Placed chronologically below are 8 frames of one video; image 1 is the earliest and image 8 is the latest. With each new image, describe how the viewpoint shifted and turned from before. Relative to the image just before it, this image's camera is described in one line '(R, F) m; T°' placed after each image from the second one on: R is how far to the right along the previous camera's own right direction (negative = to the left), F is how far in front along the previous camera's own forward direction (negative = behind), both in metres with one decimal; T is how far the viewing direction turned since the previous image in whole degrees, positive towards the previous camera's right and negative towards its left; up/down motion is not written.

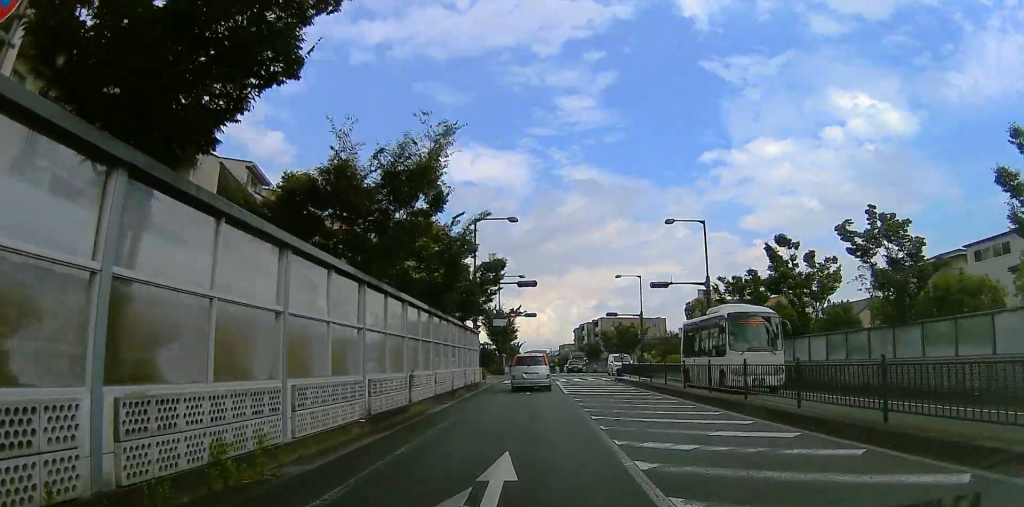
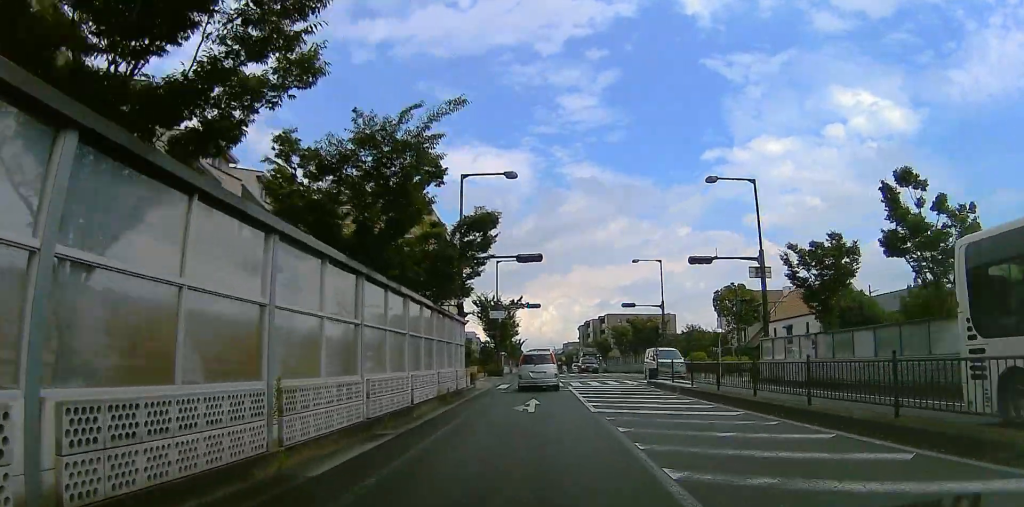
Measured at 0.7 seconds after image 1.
(+0.5, +9.3) m; +4°
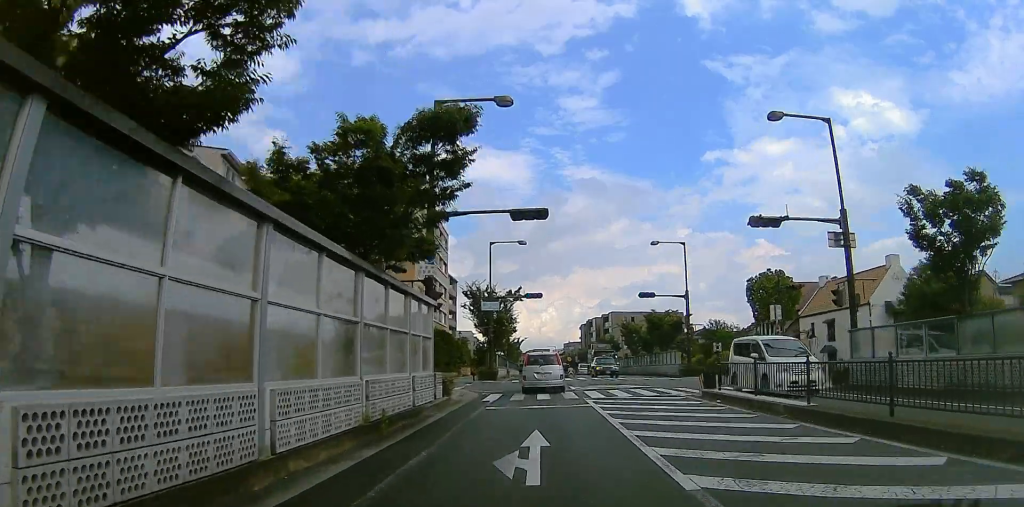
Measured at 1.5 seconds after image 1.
(+0.5, +9.0) m; +3°
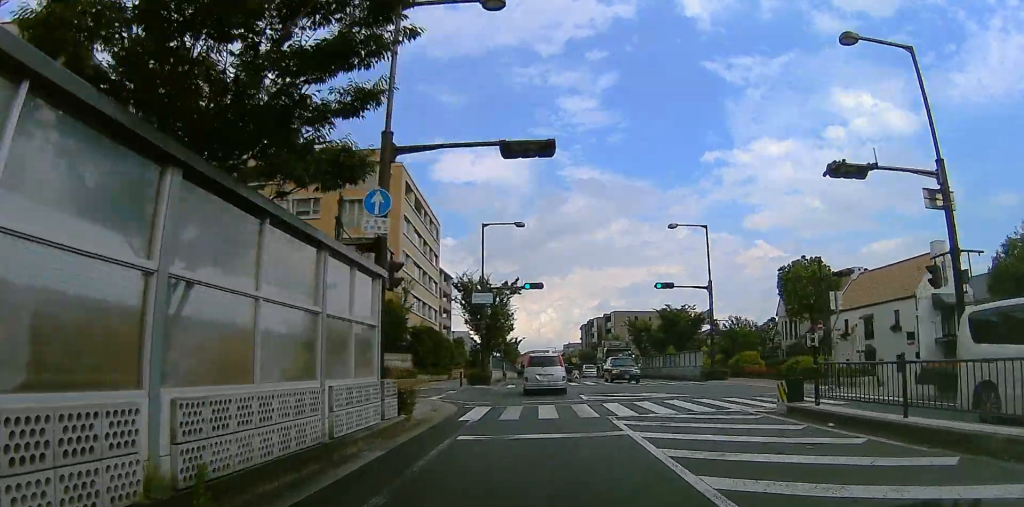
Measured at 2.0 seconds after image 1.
(0.0, +6.5) m; 0°
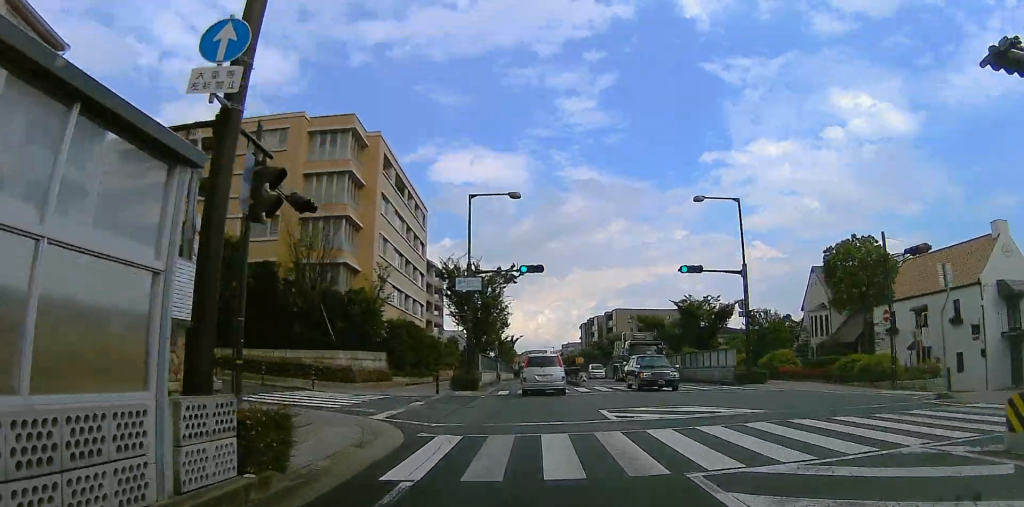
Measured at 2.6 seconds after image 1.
(0.0, +7.2) m; 0°
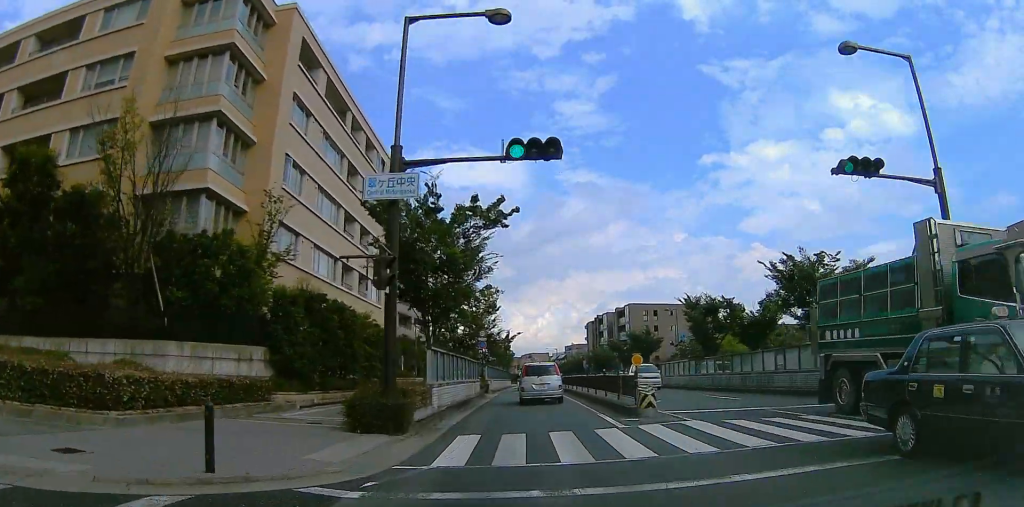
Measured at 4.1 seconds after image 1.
(0.0, +17.4) m; 0°
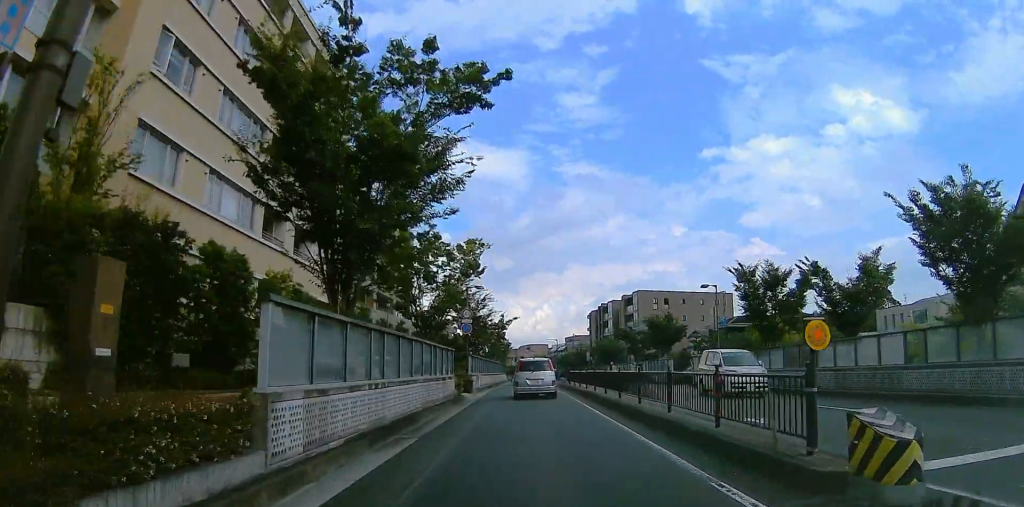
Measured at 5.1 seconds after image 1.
(0.0, +10.3) m; -1°
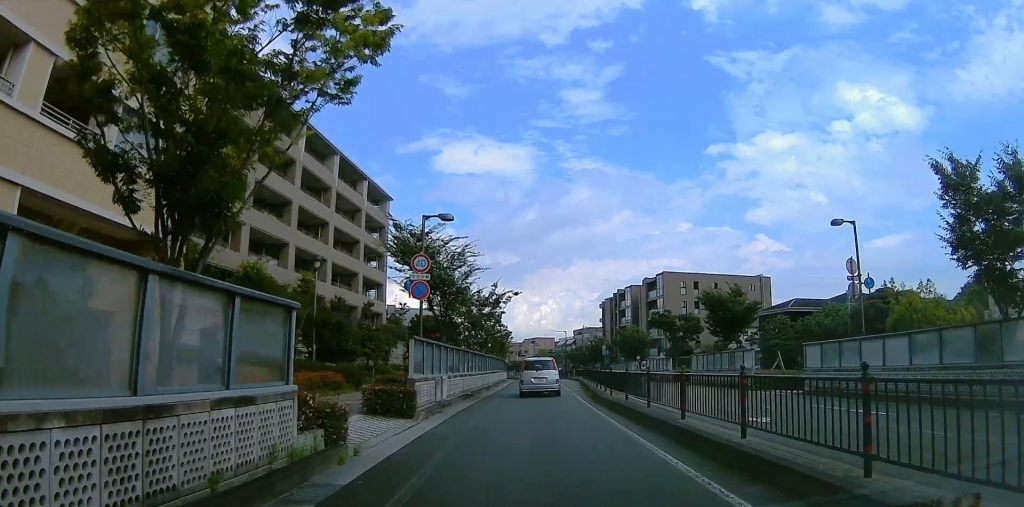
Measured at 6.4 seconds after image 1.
(-0.3, +15.9) m; -1°
